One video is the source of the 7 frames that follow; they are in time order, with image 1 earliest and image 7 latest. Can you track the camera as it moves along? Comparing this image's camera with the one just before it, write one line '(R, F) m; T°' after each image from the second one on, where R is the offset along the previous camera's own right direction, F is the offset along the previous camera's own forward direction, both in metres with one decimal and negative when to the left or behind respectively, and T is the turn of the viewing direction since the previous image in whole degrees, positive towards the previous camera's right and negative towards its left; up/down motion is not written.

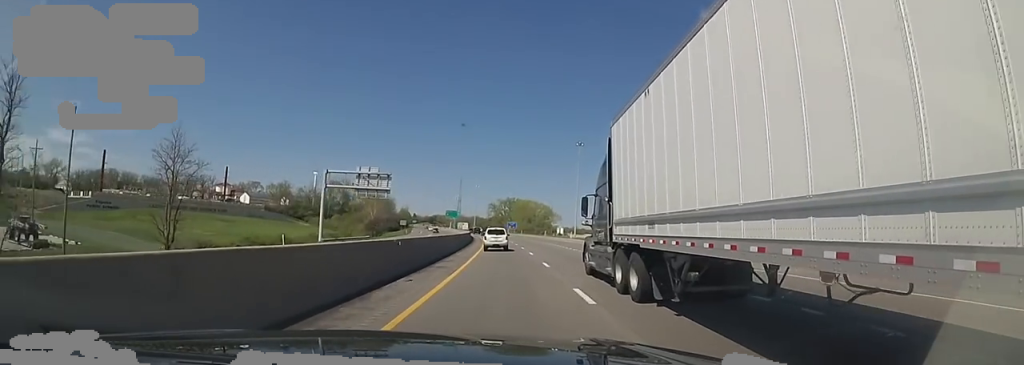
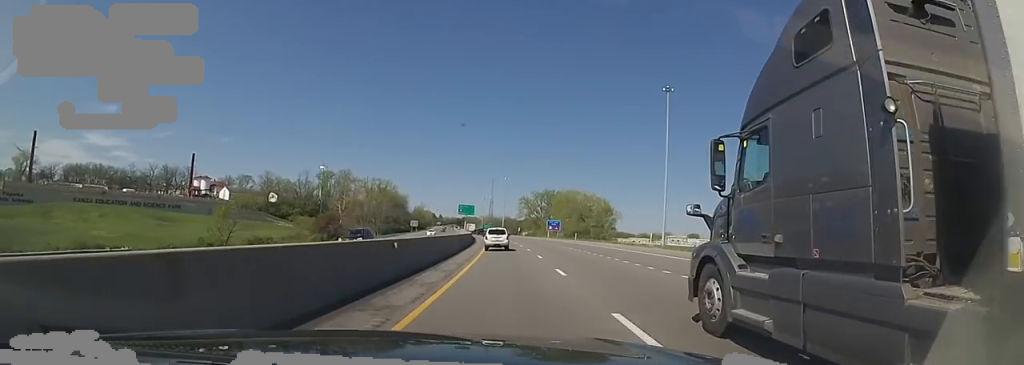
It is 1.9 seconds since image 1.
(-3.2, +62.1) m; -3°
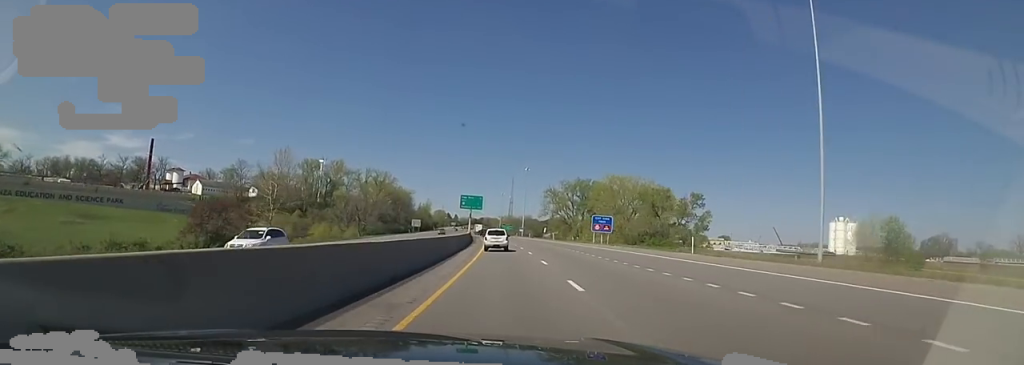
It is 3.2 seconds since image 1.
(-1.3, +41.9) m; -5°
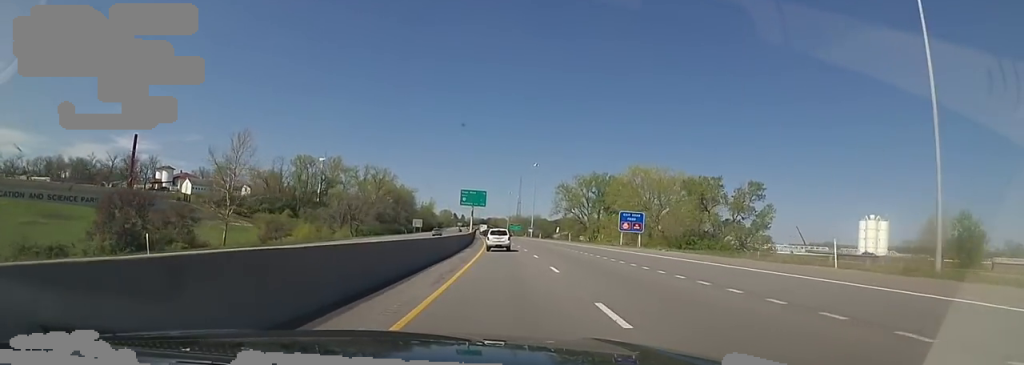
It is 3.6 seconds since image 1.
(-1.0, +13.9) m; -1°
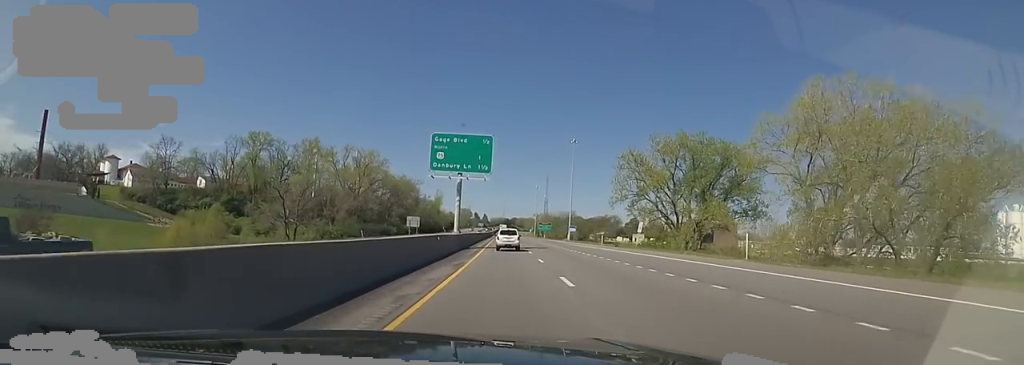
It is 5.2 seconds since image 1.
(-0.4, +51.4) m; -1°
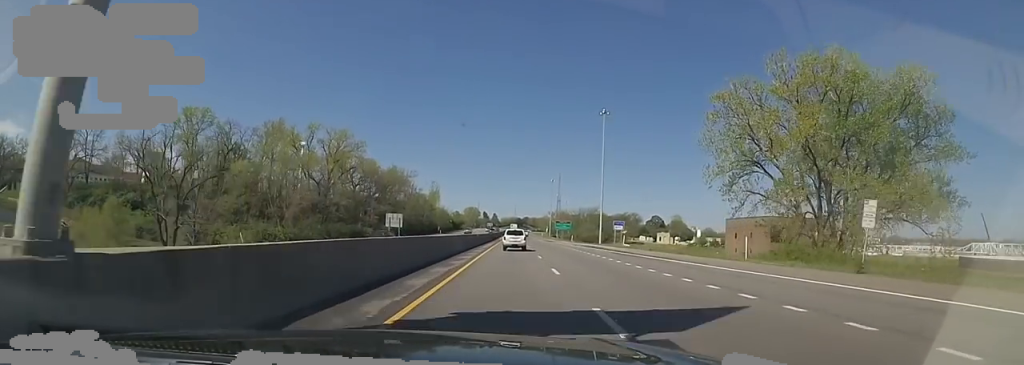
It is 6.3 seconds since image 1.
(-0.7, +35.8) m; -1°
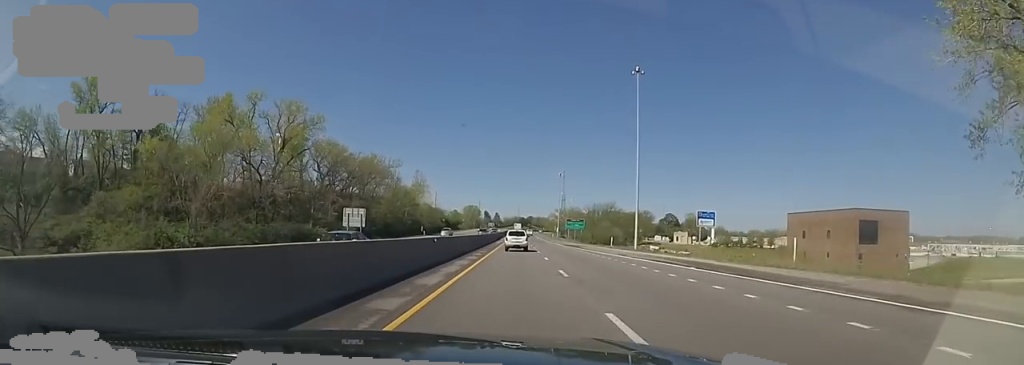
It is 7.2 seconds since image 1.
(+0.2, +30.9) m; 0°
